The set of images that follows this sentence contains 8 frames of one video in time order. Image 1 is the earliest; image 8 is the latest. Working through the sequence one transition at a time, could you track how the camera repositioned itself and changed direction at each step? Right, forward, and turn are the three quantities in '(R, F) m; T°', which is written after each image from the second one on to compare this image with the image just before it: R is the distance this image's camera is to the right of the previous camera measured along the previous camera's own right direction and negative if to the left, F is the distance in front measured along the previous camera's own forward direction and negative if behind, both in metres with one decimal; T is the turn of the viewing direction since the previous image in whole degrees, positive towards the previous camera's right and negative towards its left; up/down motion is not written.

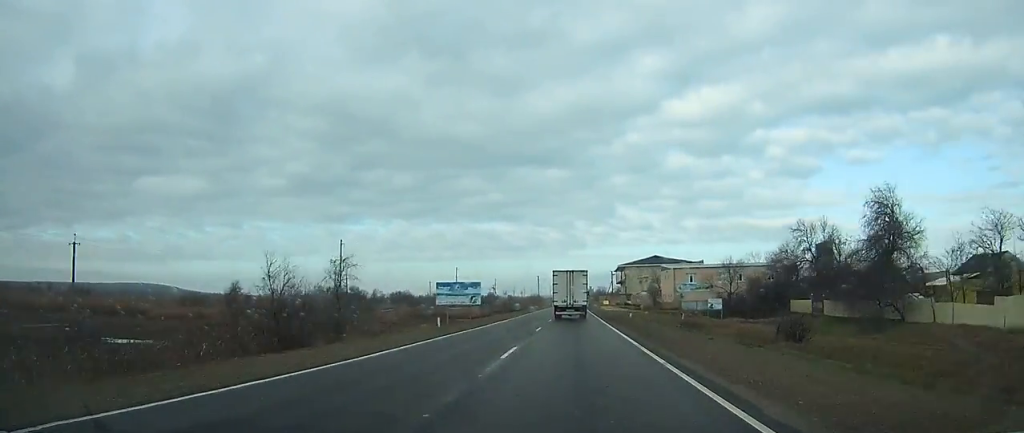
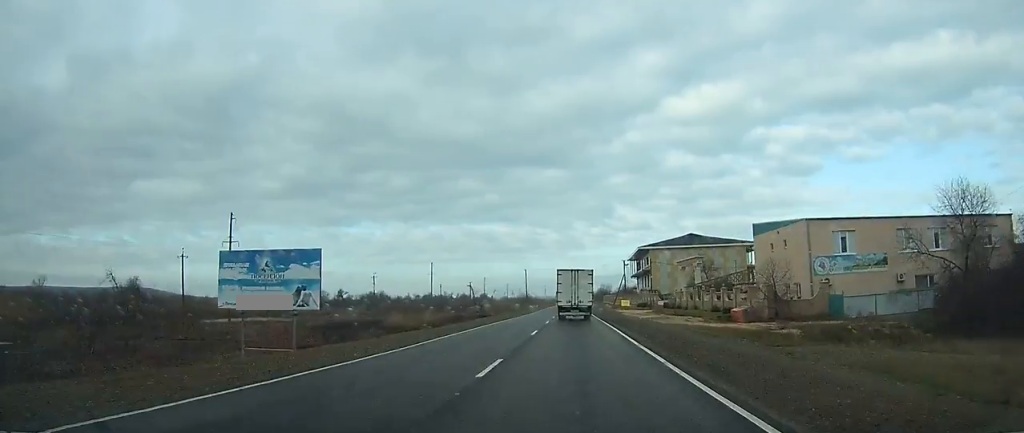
(+0.2, +51.7) m; 0°
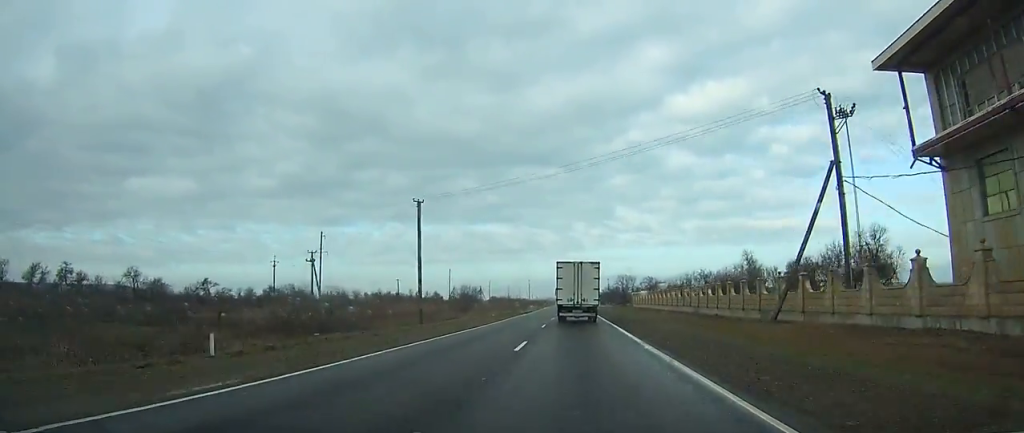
(+0.6, +114.5) m; +1°
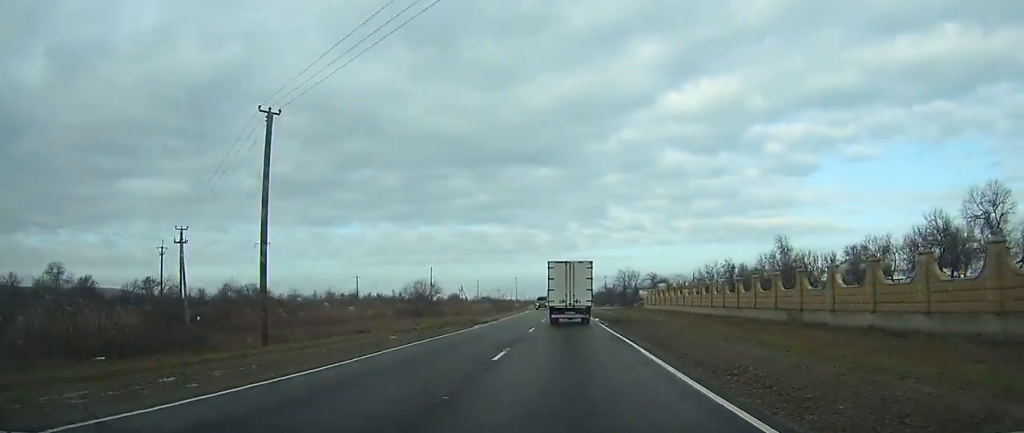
(+0.1, +26.0) m; 0°
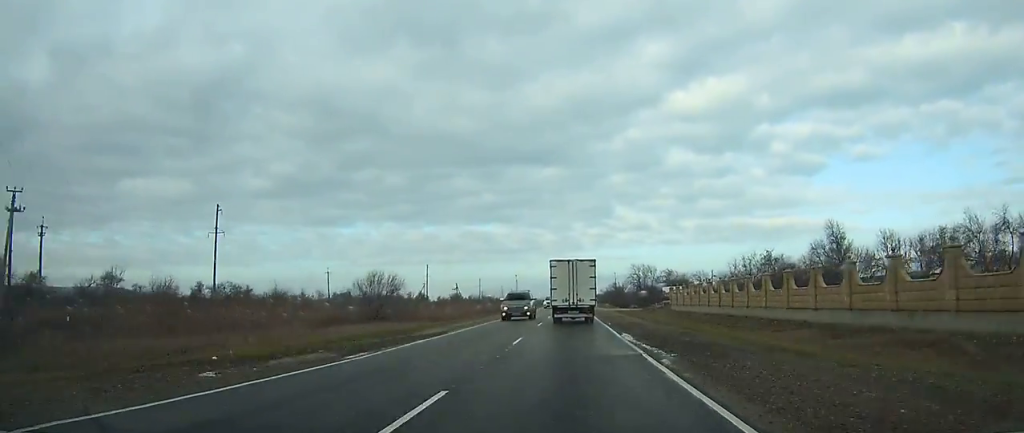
(+0.1, +19.3) m; 0°
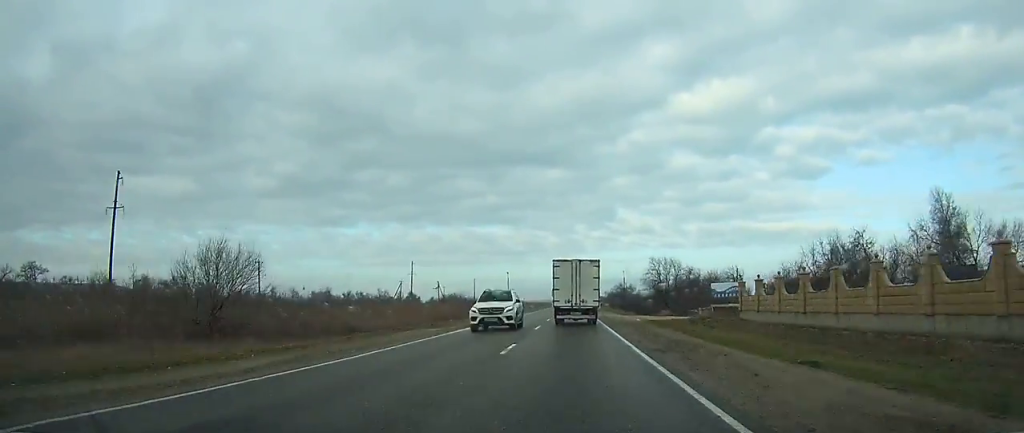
(0.0, +27.2) m; 0°
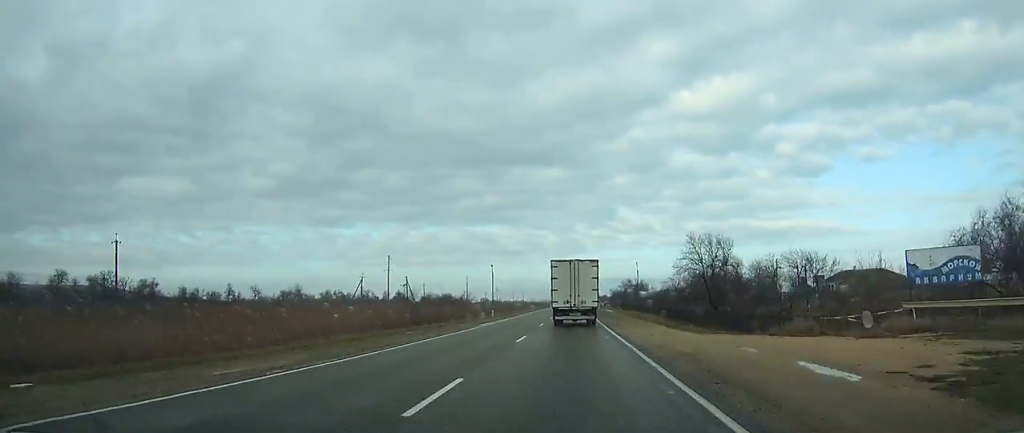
(-0.2, +31.6) m; 0°
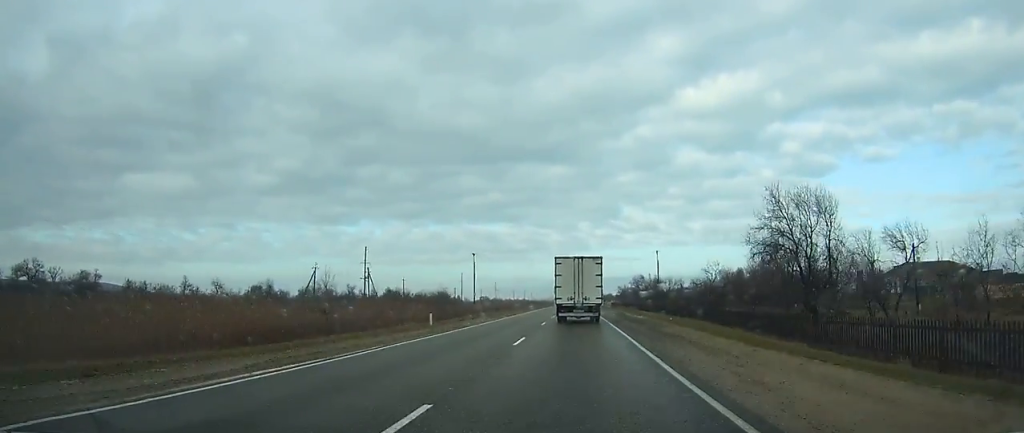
(0.0, +26.6) m; 0°
